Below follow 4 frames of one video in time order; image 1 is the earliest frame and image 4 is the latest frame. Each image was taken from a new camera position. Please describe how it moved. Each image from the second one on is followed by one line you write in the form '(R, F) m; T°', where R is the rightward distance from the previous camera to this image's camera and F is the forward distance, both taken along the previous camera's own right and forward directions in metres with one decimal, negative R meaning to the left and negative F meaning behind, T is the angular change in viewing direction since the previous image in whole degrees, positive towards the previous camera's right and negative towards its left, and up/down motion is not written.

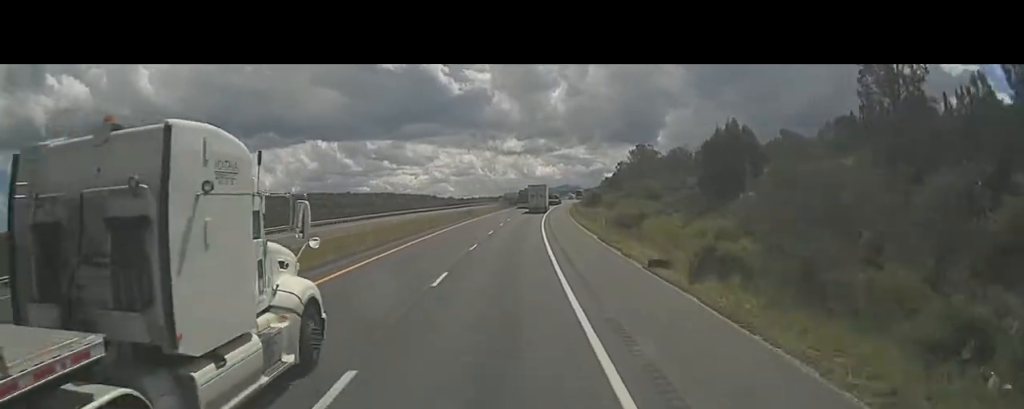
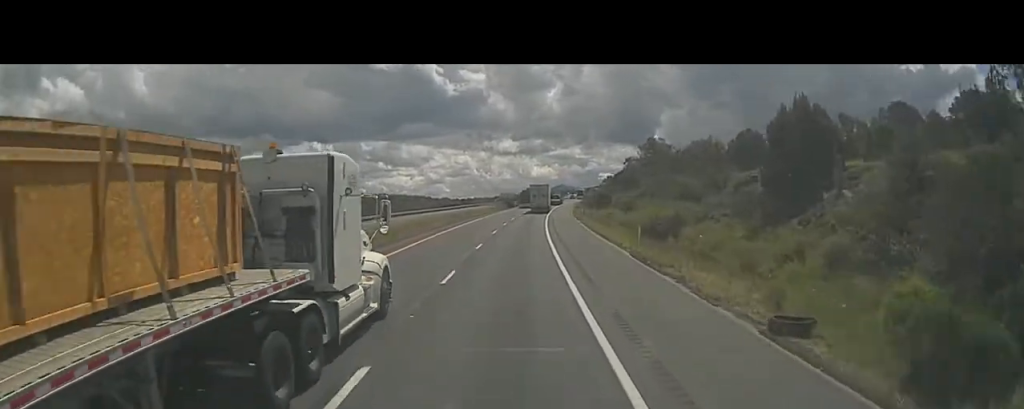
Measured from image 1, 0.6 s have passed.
(-0.1, +12.2) m; +1°
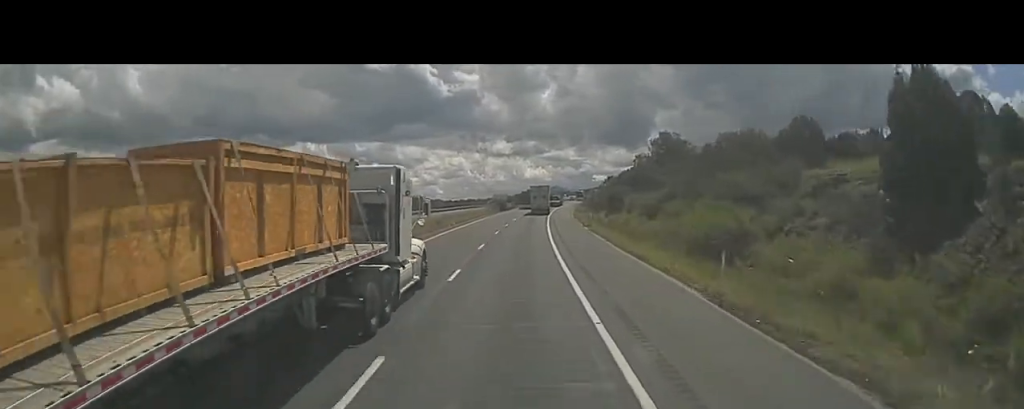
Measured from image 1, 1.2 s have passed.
(+0.1, +11.4) m; +1°
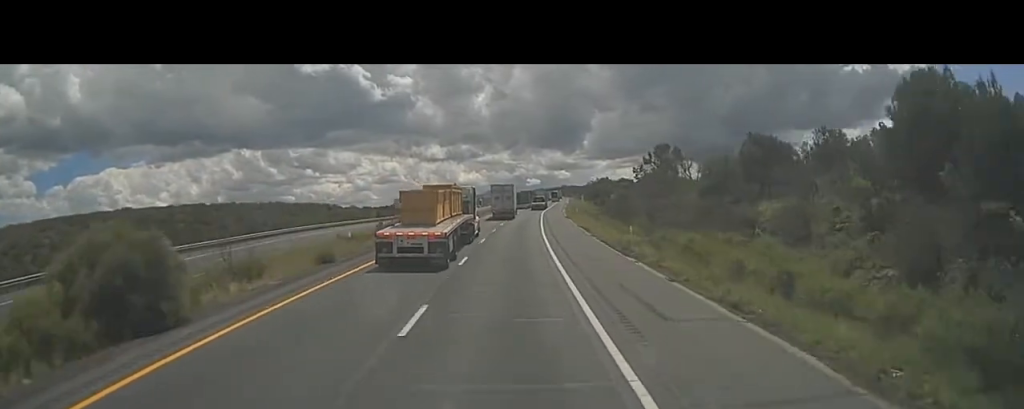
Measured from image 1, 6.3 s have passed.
(+4.6, +104.0) m; +5°
